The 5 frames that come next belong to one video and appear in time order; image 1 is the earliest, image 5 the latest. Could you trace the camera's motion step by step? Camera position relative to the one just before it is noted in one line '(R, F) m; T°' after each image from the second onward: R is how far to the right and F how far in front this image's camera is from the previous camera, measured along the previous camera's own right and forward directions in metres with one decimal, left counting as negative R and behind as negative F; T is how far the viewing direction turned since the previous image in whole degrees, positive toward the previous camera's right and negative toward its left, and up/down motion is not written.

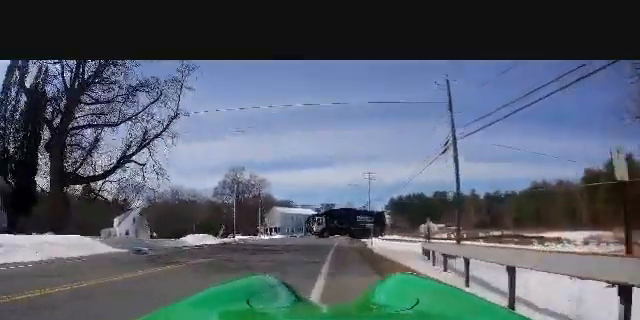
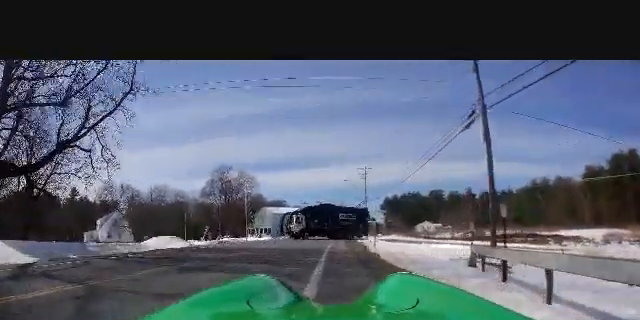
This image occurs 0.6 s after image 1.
(0.0, +5.6) m; -1°
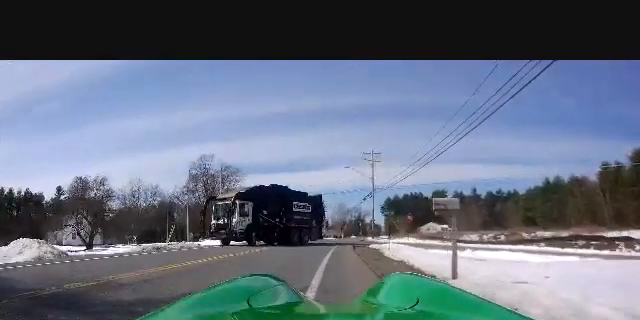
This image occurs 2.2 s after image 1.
(-0.3, +13.5) m; -2°
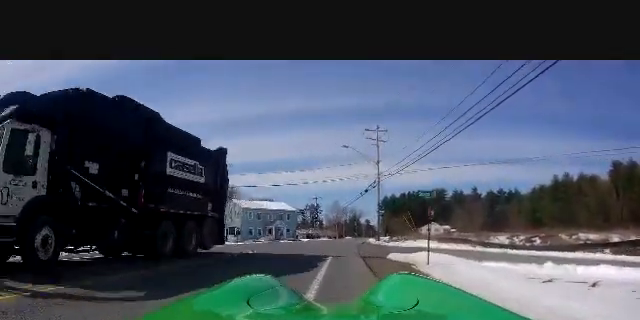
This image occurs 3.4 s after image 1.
(-0.1, +10.8) m; +2°
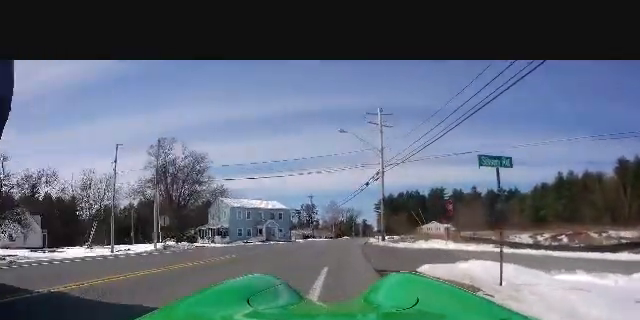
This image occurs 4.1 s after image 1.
(+0.1, +5.8) m; +3°
